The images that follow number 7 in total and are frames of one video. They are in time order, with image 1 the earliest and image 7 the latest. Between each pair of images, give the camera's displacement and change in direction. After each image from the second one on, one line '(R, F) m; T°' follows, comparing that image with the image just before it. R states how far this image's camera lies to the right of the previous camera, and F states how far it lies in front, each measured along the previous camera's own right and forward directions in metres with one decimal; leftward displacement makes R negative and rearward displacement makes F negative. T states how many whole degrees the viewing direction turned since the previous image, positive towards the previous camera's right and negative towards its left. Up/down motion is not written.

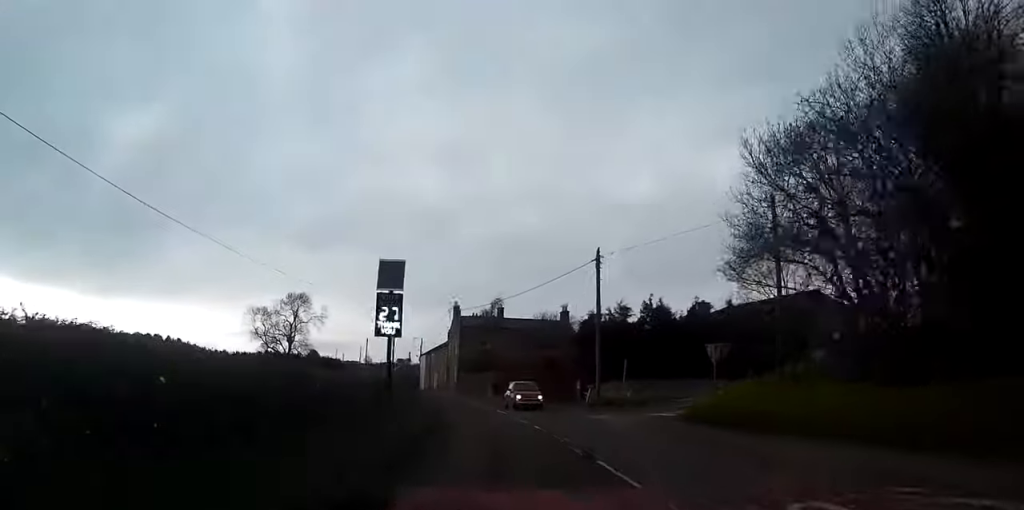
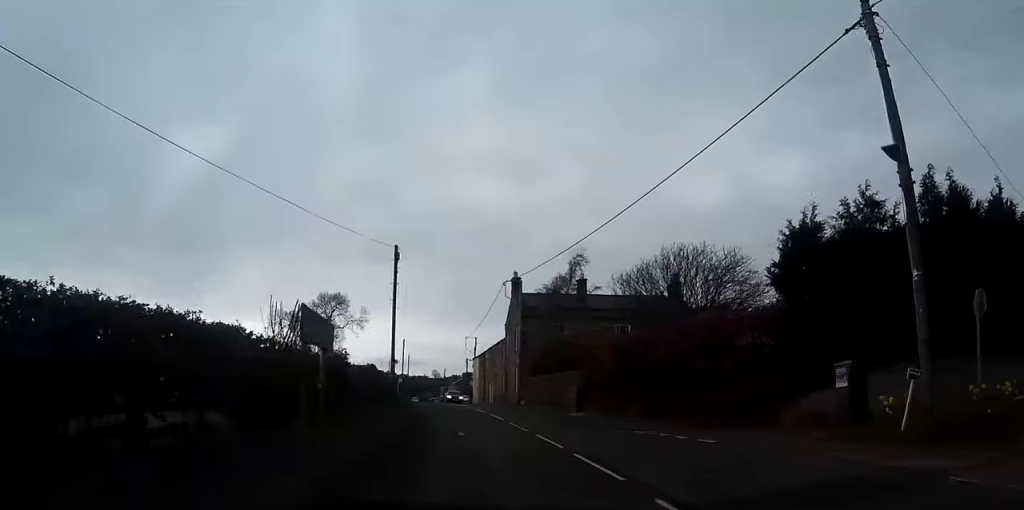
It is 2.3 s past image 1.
(-1.1, +28.5) m; -5°
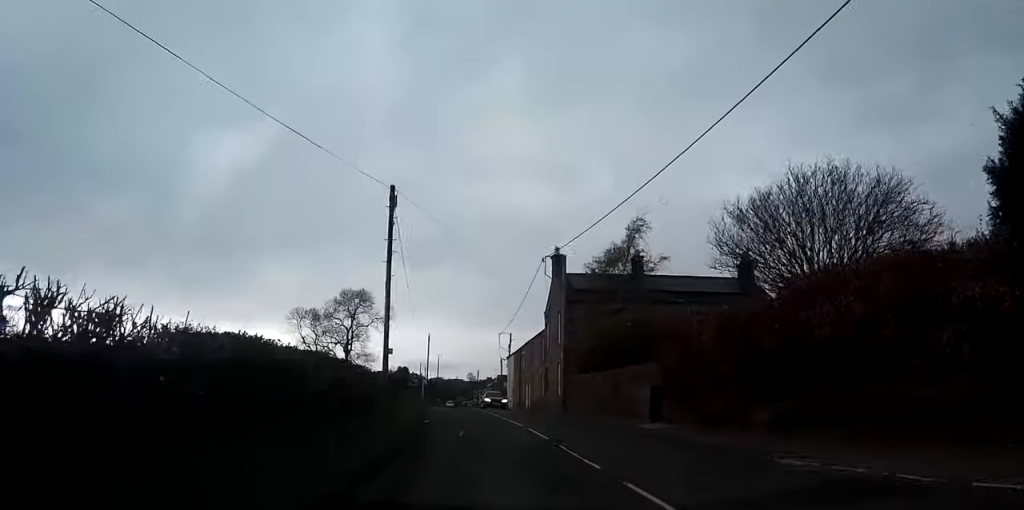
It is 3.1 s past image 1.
(-0.3, +10.6) m; -3°
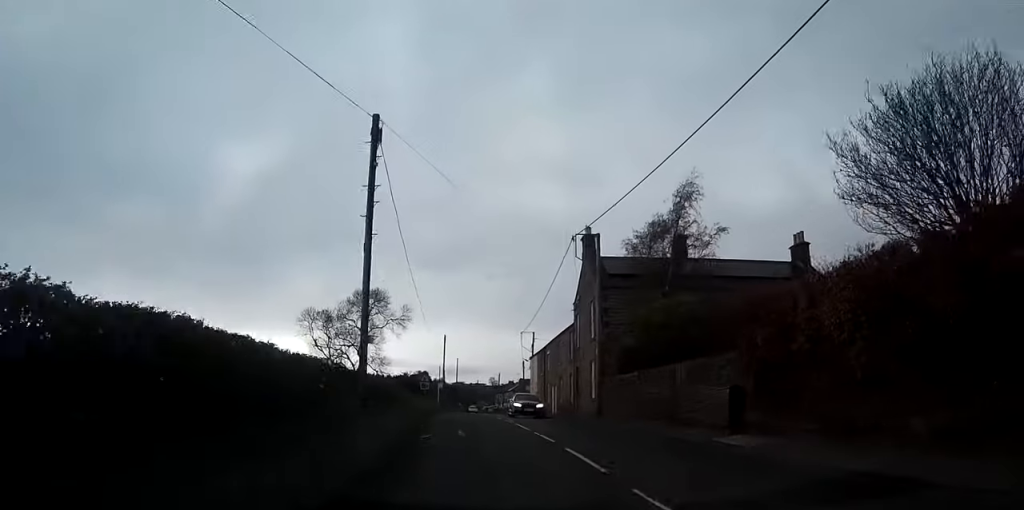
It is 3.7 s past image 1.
(-0.1, +6.7) m; -2°
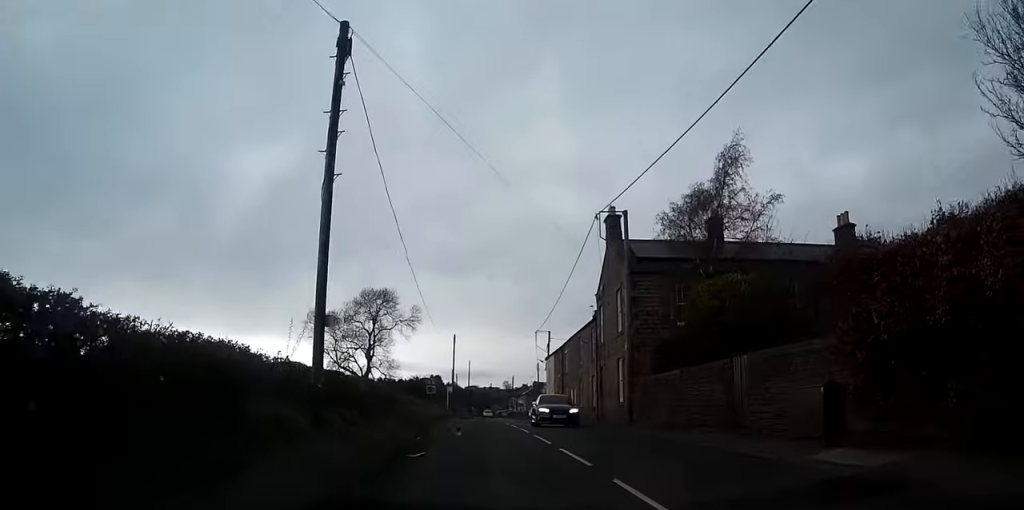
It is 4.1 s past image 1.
(-0.1, +5.0) m; -1°
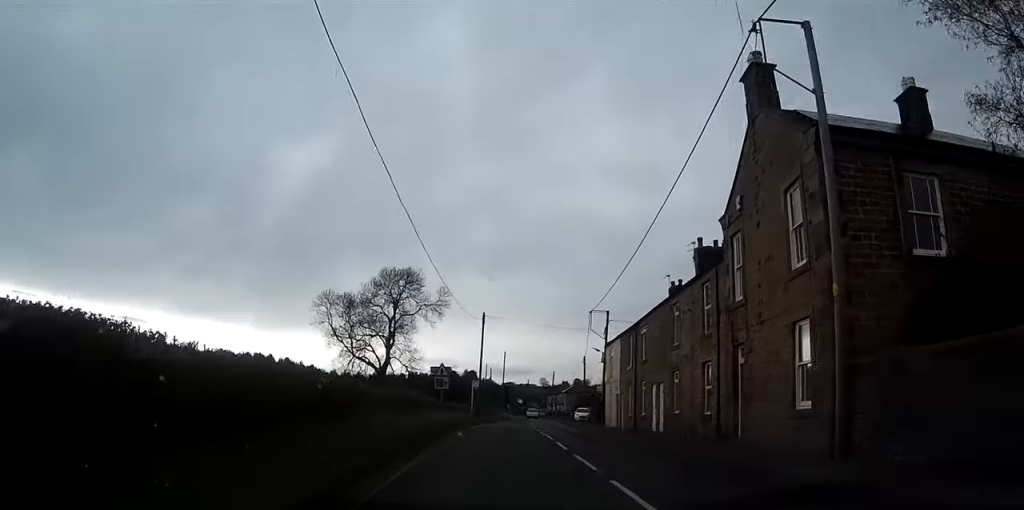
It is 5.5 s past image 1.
(-0.4, +17.2) m; -2°
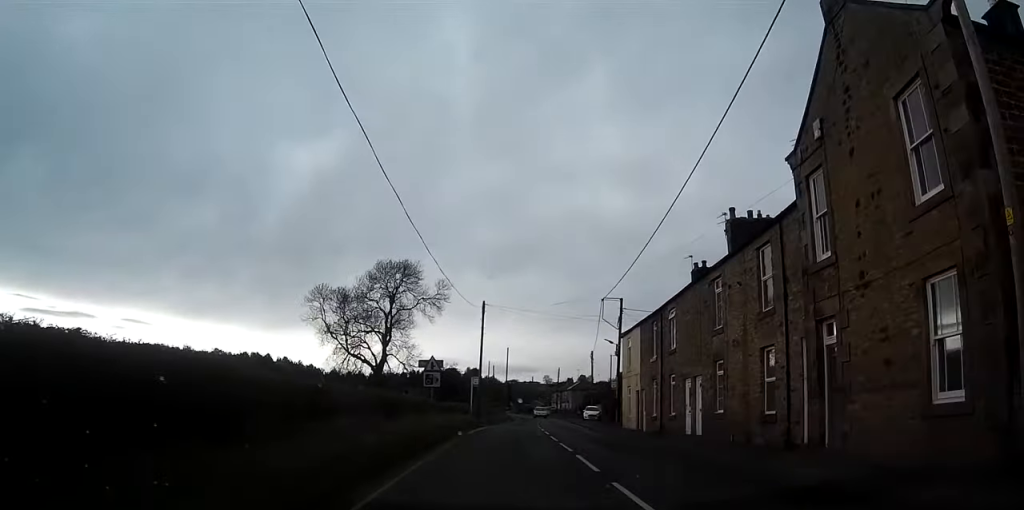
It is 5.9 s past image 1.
(0.0, +5.7) m; -1°
